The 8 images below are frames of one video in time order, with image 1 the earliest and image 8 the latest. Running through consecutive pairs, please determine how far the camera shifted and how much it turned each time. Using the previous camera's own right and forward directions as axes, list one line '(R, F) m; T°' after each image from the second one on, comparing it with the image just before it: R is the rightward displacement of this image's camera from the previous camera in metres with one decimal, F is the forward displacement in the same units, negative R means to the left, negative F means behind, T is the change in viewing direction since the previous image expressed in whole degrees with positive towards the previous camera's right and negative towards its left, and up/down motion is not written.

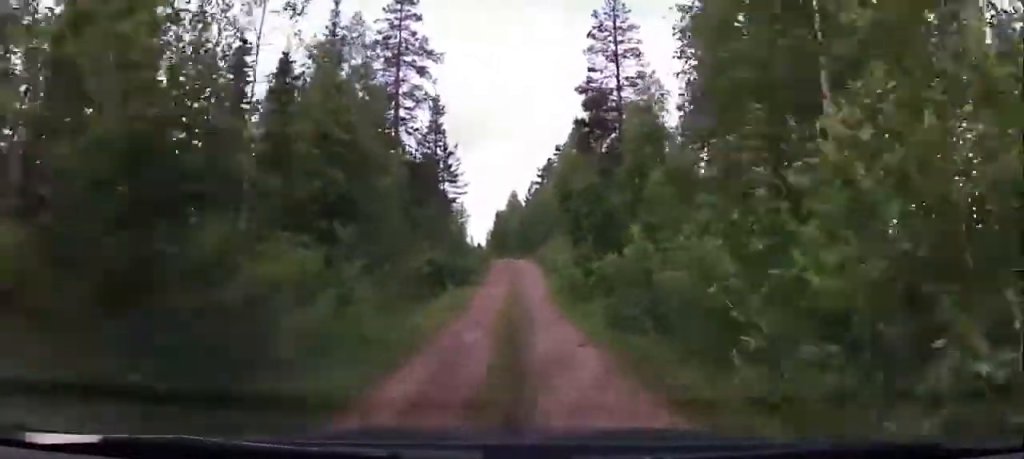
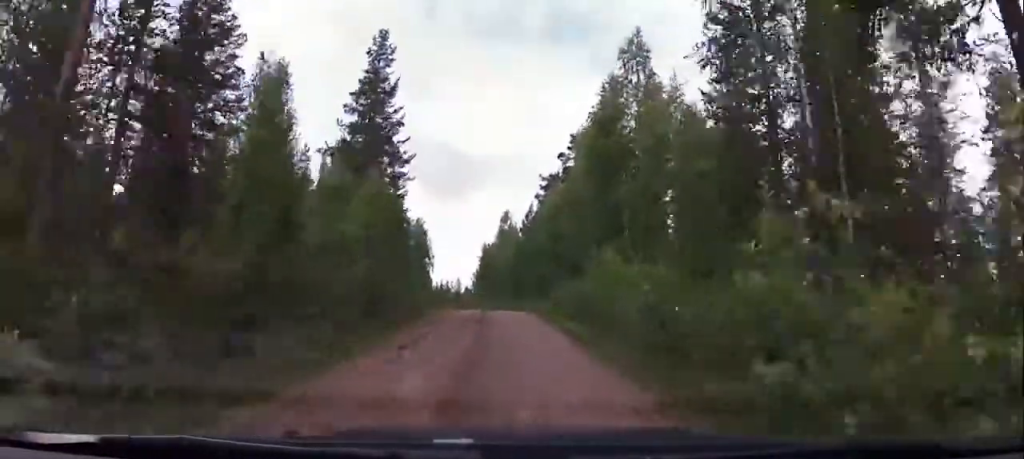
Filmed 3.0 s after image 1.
(-0.4, +33.3) m; -1°
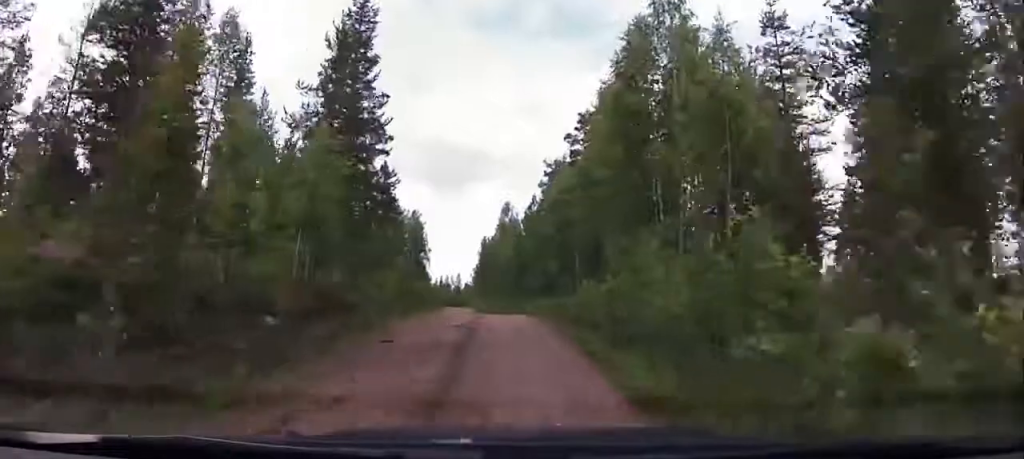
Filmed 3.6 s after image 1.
(0.0, +7.1) m; 0°
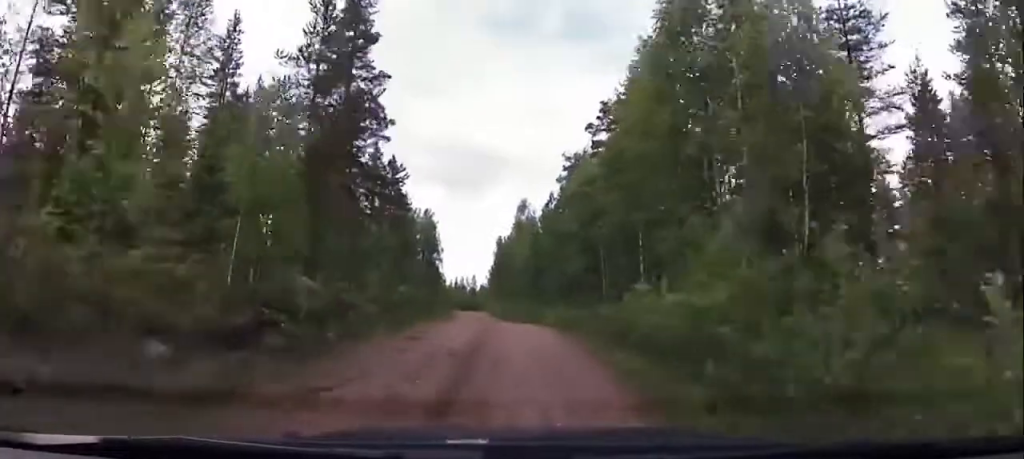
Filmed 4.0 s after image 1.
(0.0, +4.6) m; 0°
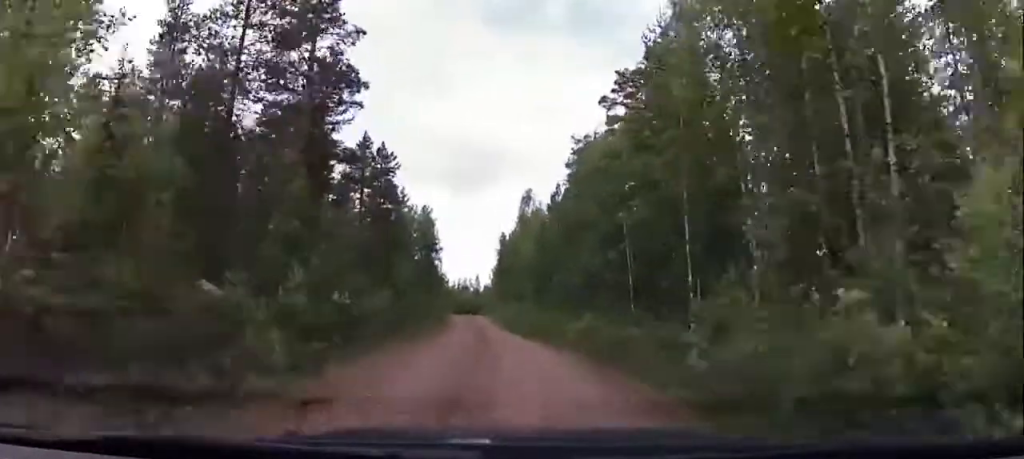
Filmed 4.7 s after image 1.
(0.0, +7.2) m; -2°
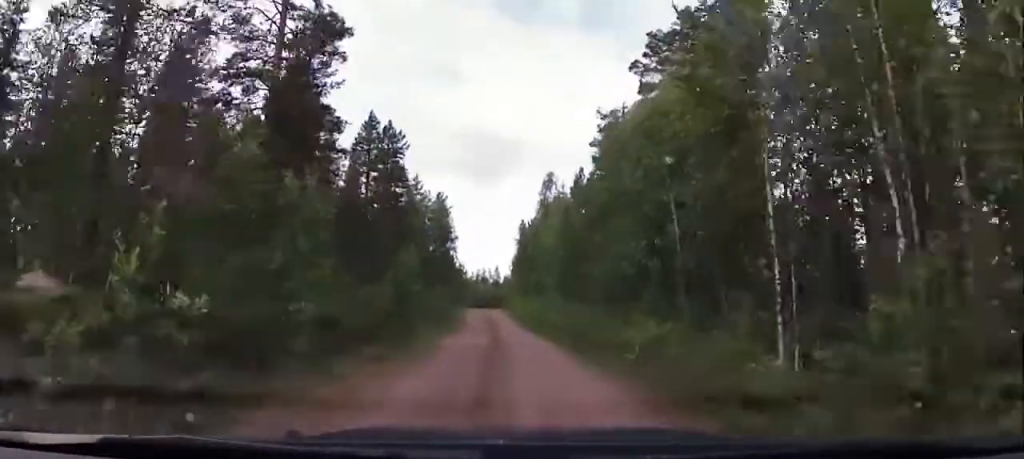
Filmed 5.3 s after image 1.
(0.0, +6.1) m; -2°
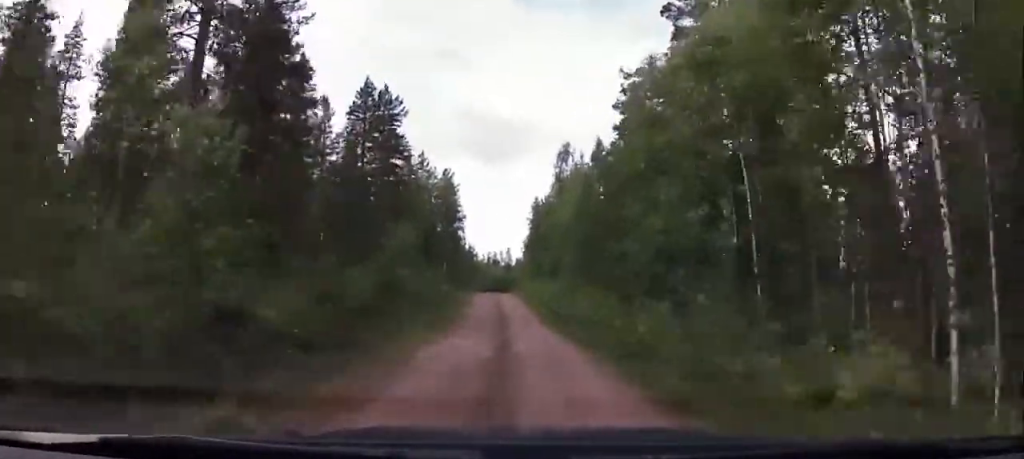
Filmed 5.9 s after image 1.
(-0.3, +6.2) m; 0°
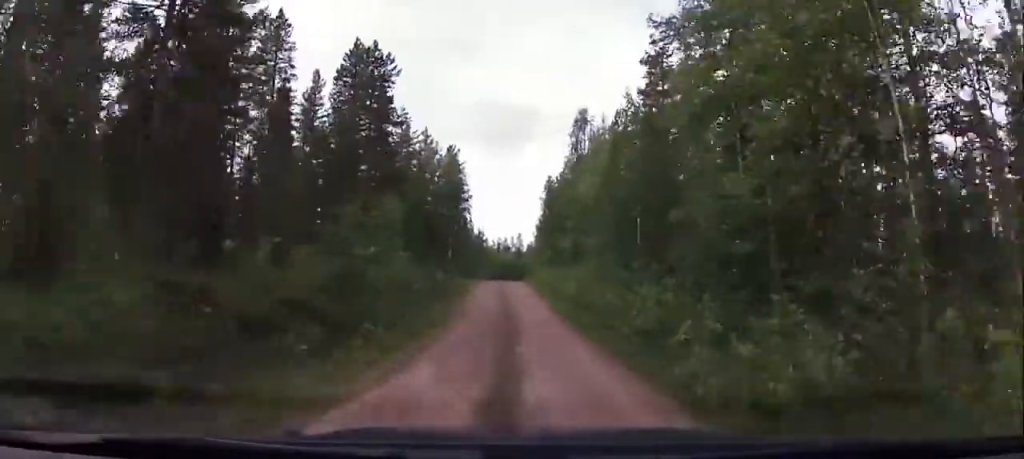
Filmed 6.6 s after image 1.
(-0.1, +7.1) m; 0°
